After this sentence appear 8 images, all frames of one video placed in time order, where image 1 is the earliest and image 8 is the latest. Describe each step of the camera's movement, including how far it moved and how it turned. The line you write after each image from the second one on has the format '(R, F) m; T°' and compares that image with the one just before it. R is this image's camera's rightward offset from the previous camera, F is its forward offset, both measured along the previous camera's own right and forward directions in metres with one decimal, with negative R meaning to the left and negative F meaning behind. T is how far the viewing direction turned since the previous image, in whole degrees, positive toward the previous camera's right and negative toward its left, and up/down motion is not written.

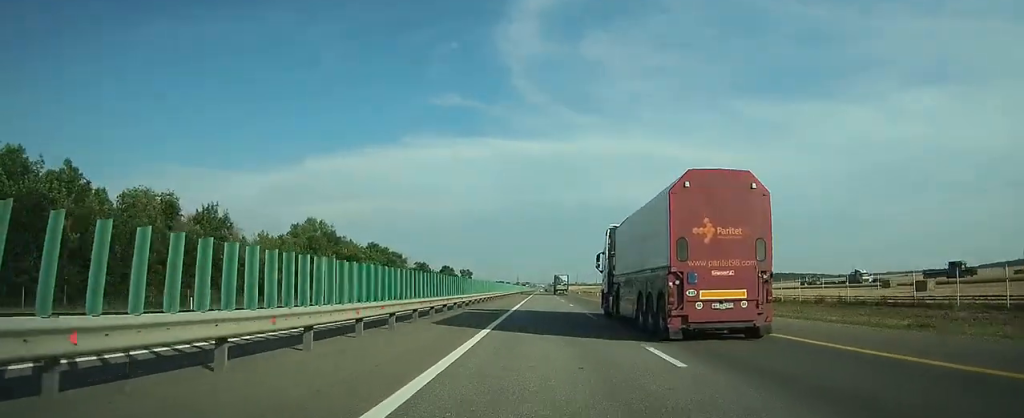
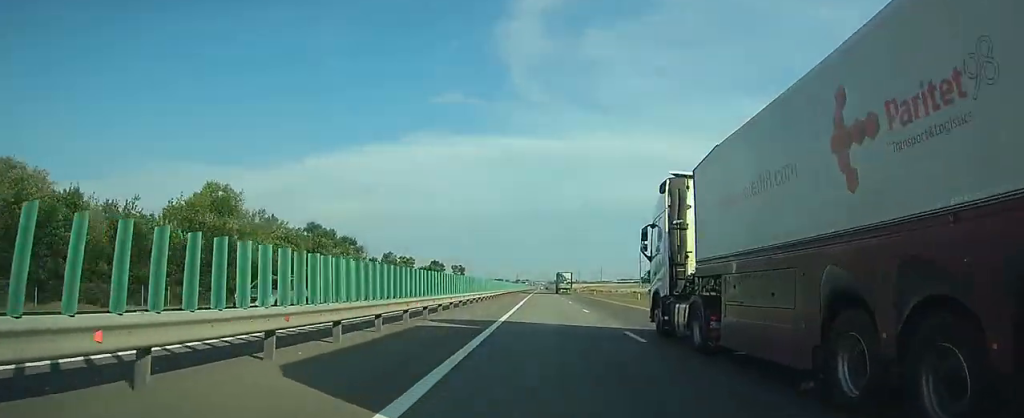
(+0.3, +44.1) m; 0°
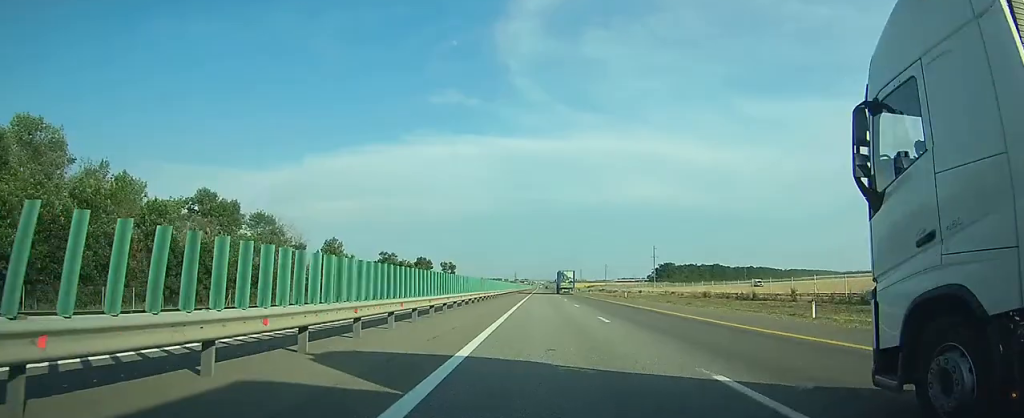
(0.0, +40.8) m; 0°
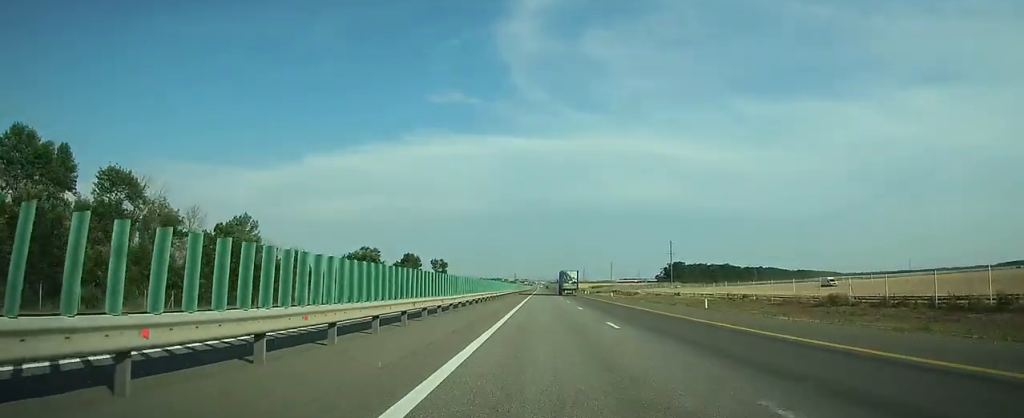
(-0.2, +34.5) m; -1°
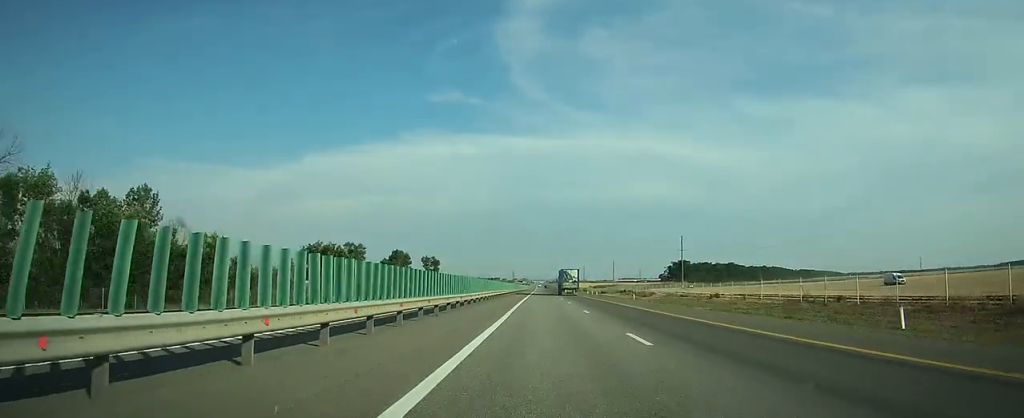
(0.0, +21.1) m; 0°
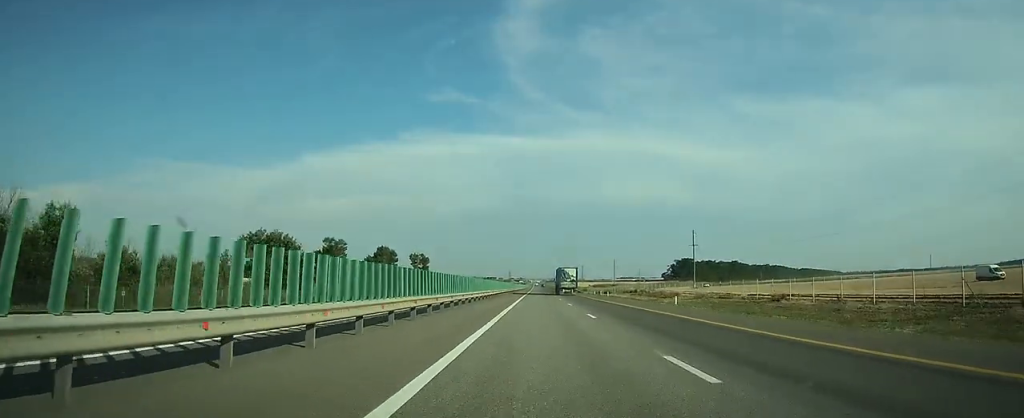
(0.0, +21.1) m; 0°
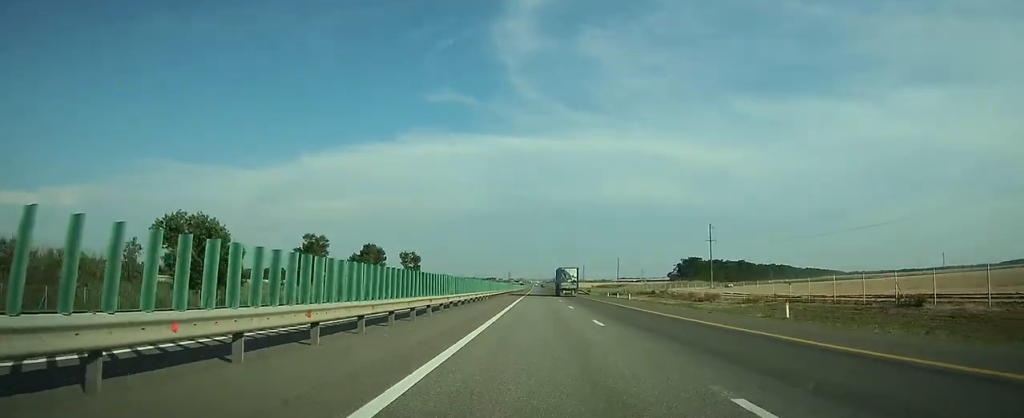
(0.0, +20.1) m; 0°
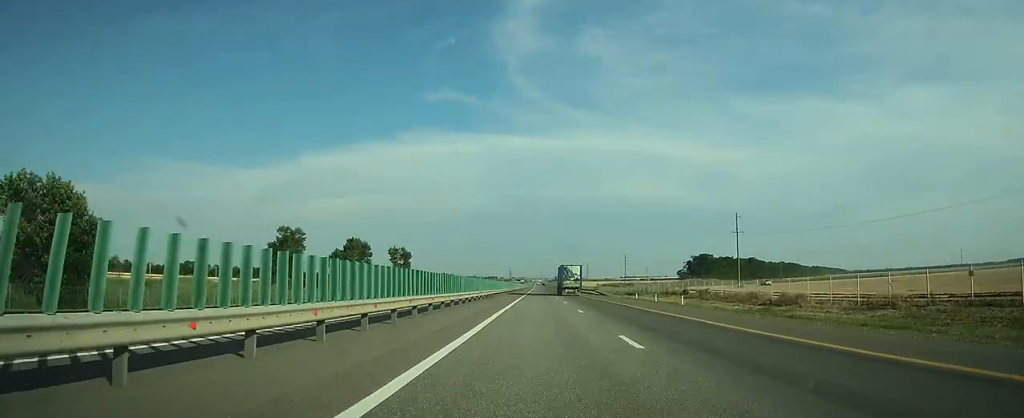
(+0.1, +23.1) m; 0°
